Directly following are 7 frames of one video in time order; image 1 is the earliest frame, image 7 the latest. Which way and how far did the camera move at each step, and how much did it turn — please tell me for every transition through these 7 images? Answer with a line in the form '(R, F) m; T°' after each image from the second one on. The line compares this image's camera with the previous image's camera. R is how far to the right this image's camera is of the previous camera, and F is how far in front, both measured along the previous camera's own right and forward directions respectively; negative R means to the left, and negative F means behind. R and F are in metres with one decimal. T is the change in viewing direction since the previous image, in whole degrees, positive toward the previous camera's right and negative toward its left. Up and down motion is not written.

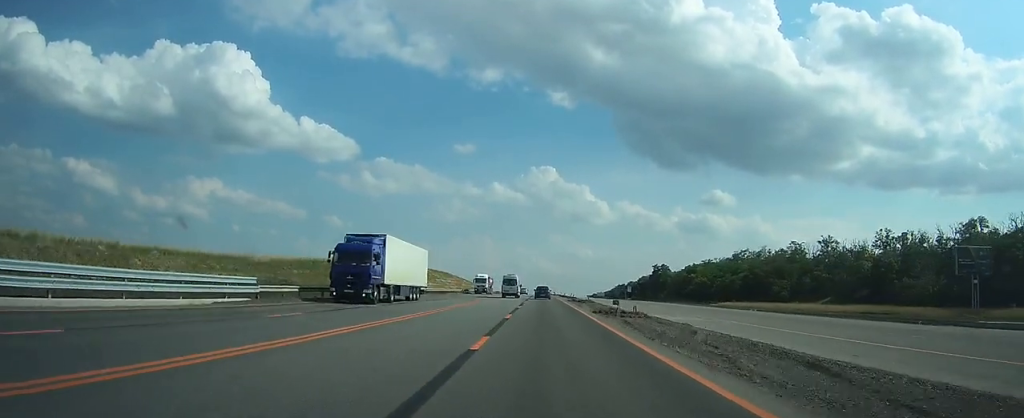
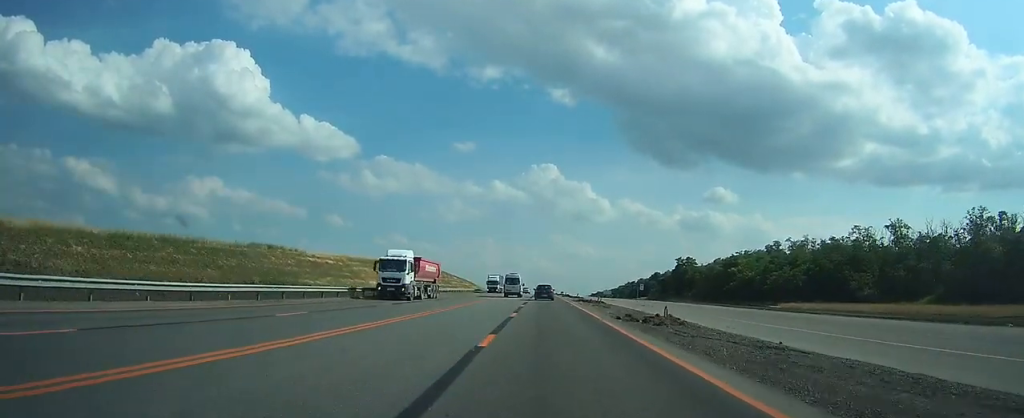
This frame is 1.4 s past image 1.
(0.0, +36.2) m; 0°
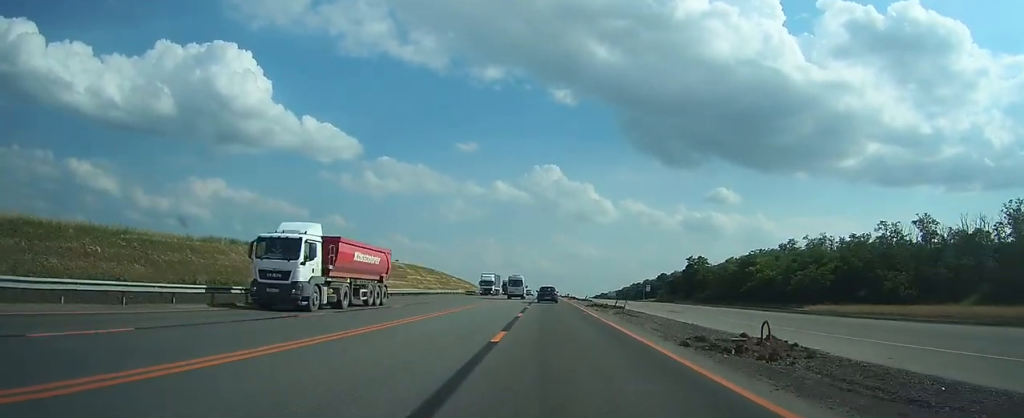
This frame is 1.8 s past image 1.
(0.0, +10.5) m; 0°
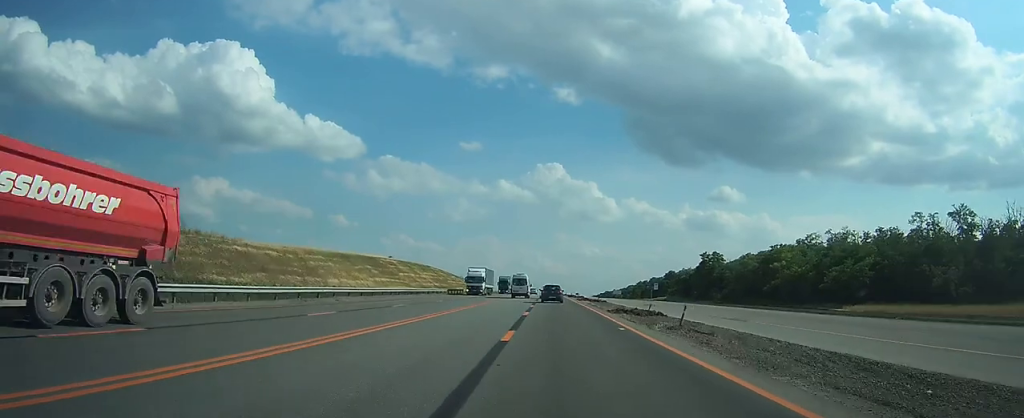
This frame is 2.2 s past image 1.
(0.0, +12.3) m; 0°
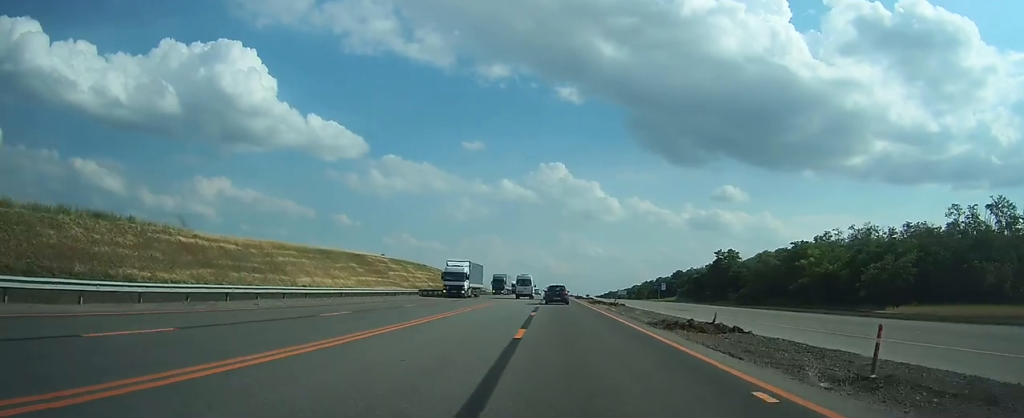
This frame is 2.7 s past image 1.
(0.0, +11.4) m; 0°
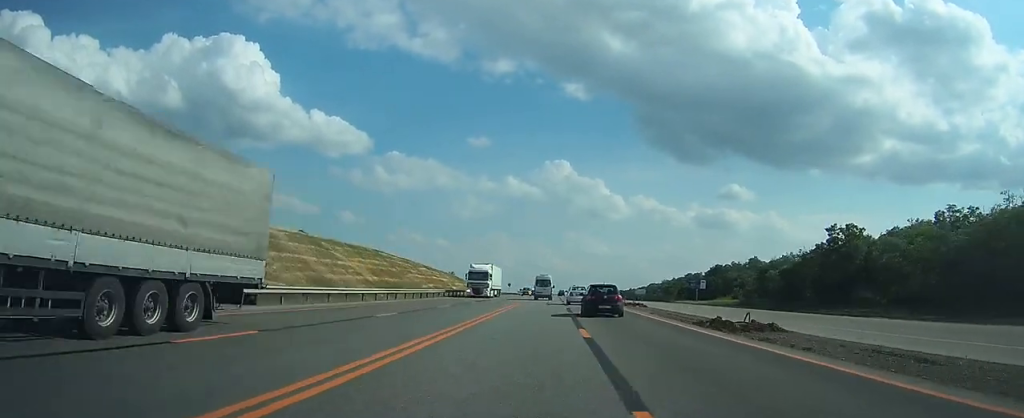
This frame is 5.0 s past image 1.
(-0.6, +60.2) m; -1°
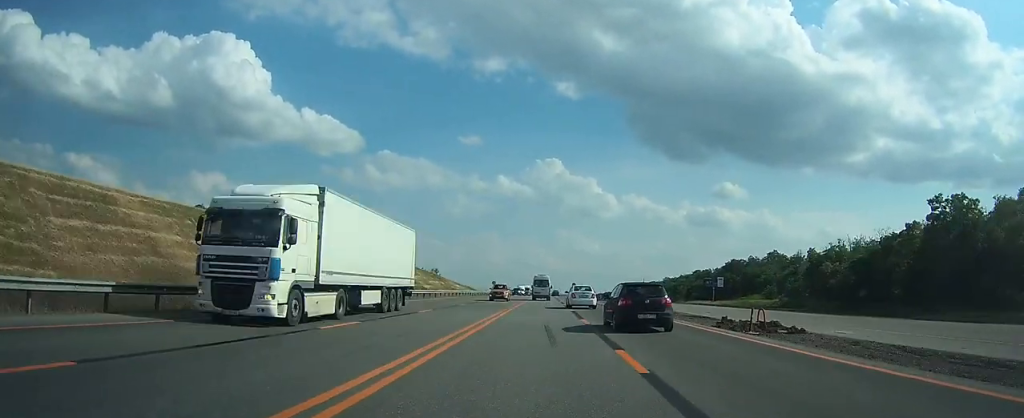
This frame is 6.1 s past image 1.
(-0.1, +30.4) m; 0°
